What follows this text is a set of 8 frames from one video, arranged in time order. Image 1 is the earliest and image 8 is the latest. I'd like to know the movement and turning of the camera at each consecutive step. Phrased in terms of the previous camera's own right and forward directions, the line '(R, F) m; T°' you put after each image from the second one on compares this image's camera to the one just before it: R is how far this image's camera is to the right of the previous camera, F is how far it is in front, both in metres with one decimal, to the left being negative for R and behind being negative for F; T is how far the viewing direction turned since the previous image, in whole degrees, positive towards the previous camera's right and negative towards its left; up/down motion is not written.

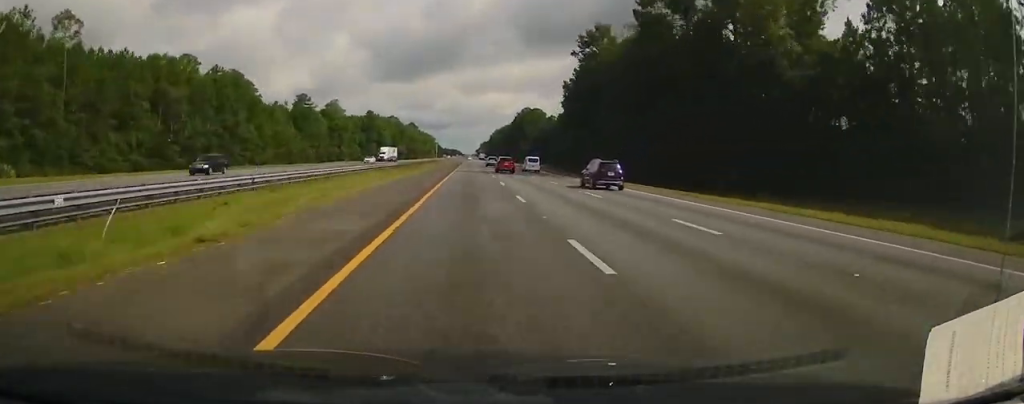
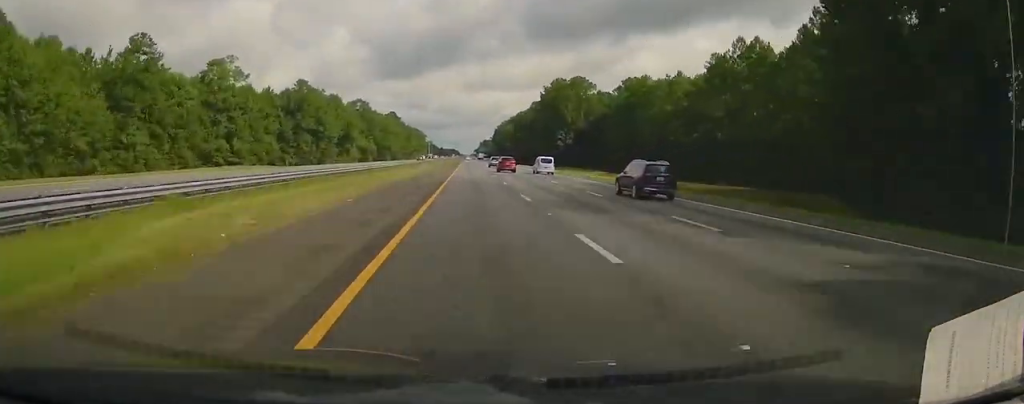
(-0.4, +122.6) m; 0°
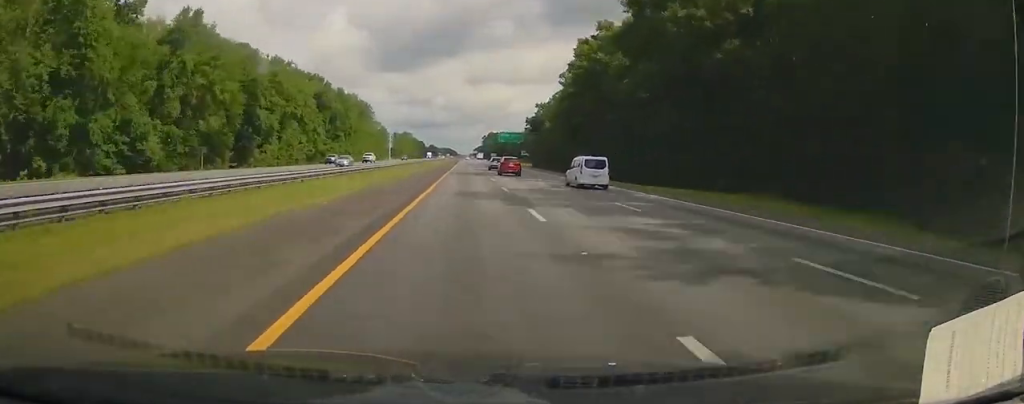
(+0.8, +244.5) m; 0°
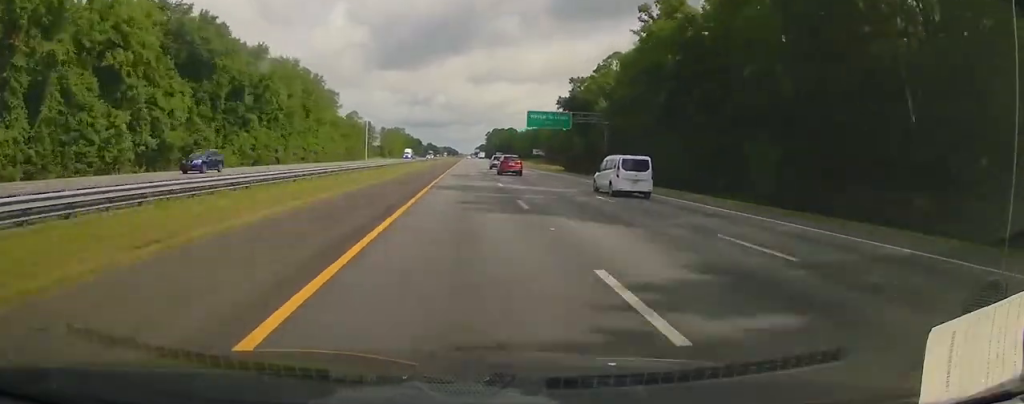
(0.0, +69.3) m; 0°
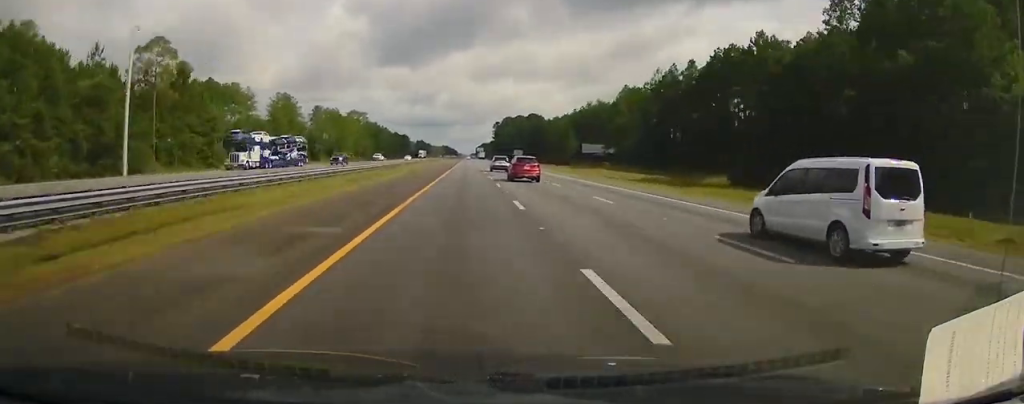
(-0.4, +162.1) m; 0°
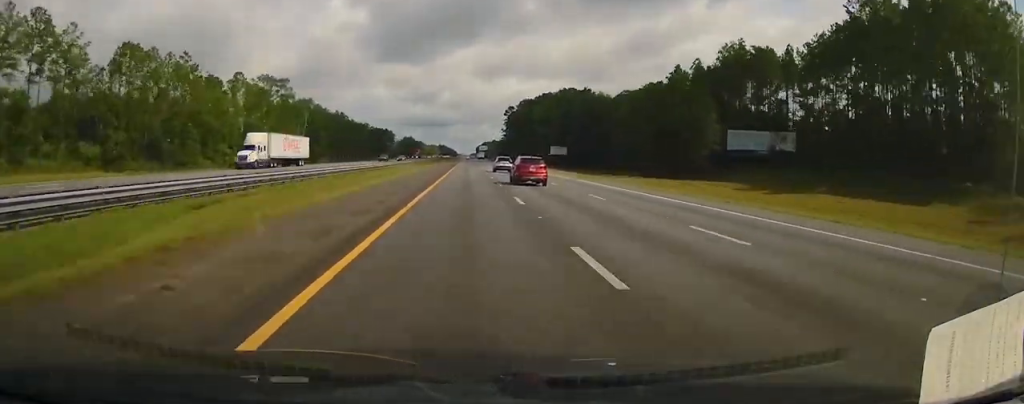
(-0.1, +133.4) m; 0°
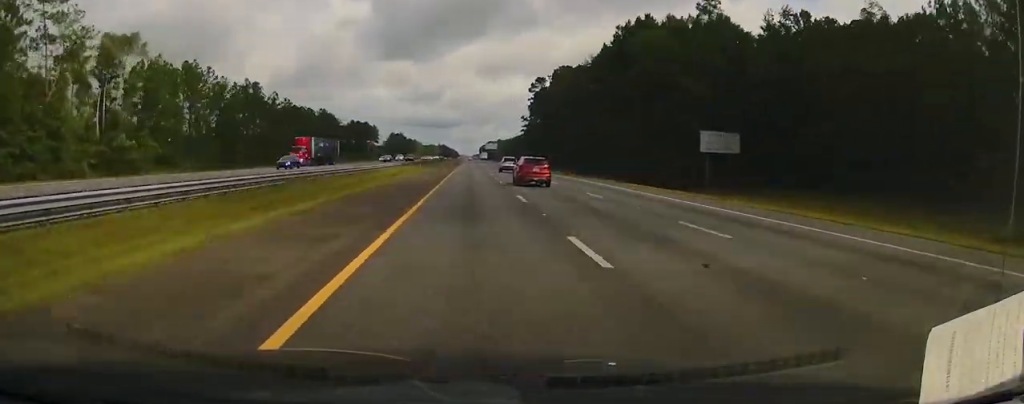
(+0.1, +117.4) m; 0°
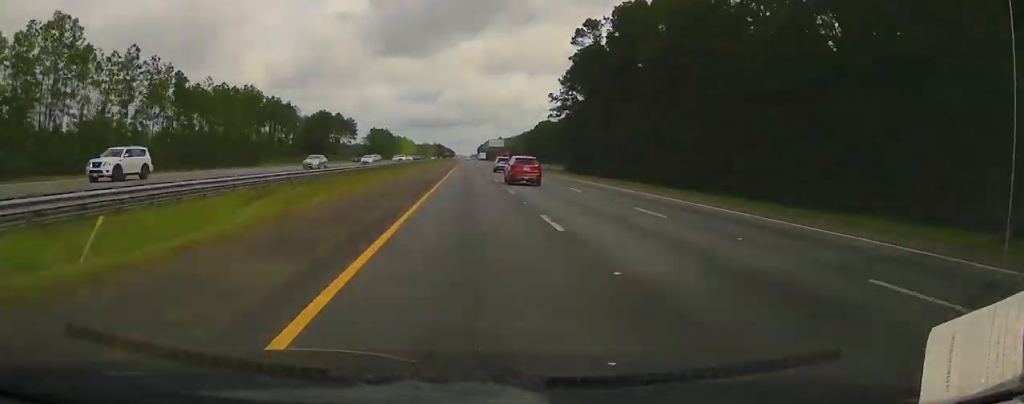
(+0.1, +100.7) m; 0°
